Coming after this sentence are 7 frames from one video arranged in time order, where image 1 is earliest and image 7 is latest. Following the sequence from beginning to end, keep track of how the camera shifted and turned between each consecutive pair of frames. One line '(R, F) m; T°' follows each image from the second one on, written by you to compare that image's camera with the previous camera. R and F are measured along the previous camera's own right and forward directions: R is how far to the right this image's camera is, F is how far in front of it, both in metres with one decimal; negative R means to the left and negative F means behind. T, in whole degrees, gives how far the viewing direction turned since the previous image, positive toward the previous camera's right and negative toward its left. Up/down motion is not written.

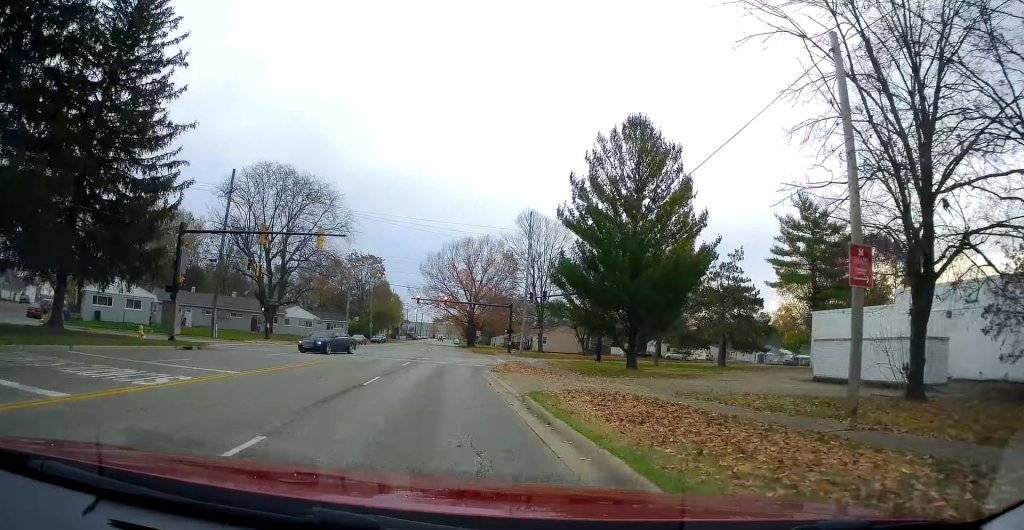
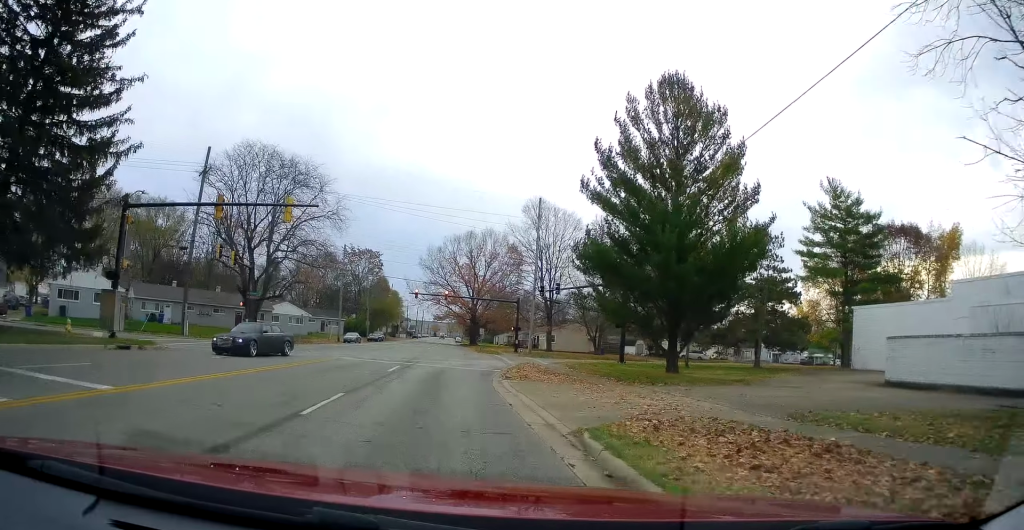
(+0.4, +7.0) m; +2°
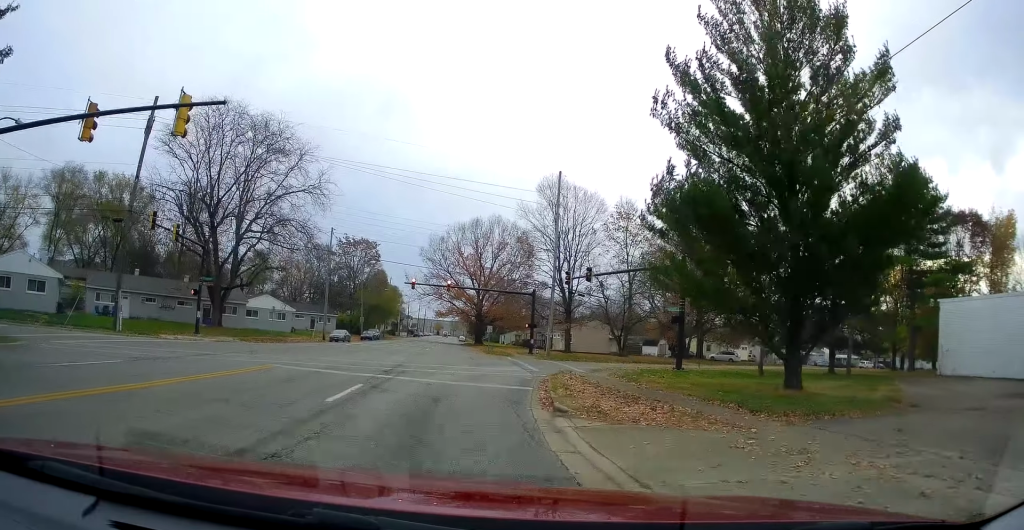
(+0.5, +12.4) m; +2°
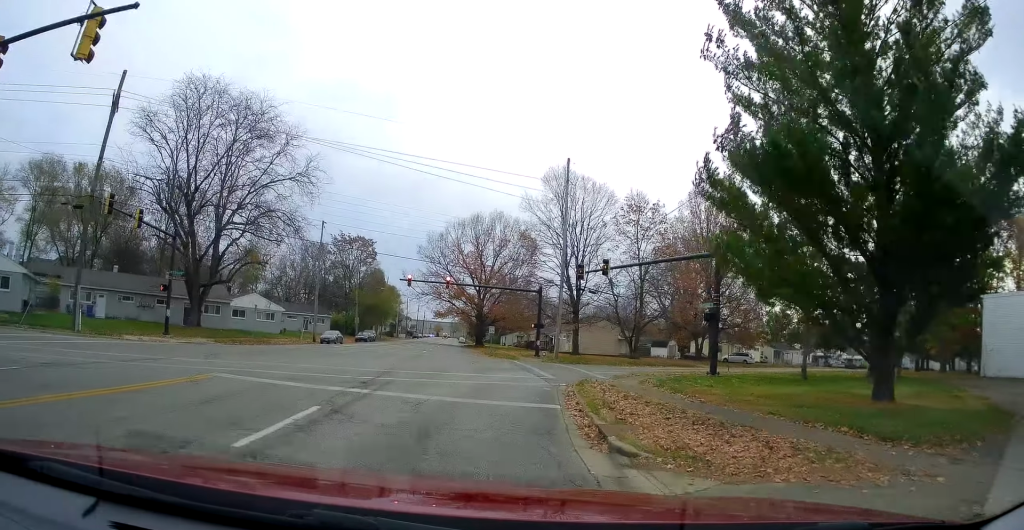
(-0.1, +5.8) m; 0°
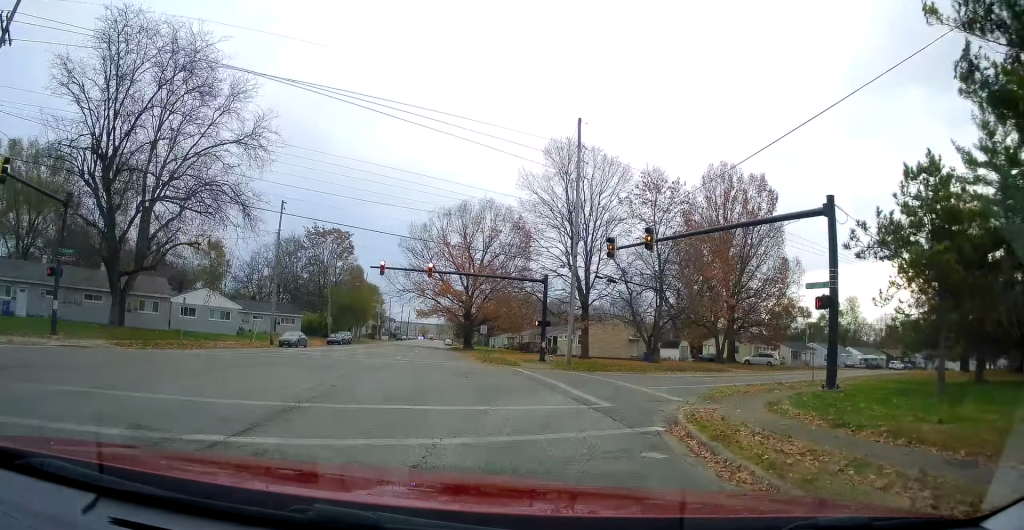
(+0.2, +14.4) m; +2°
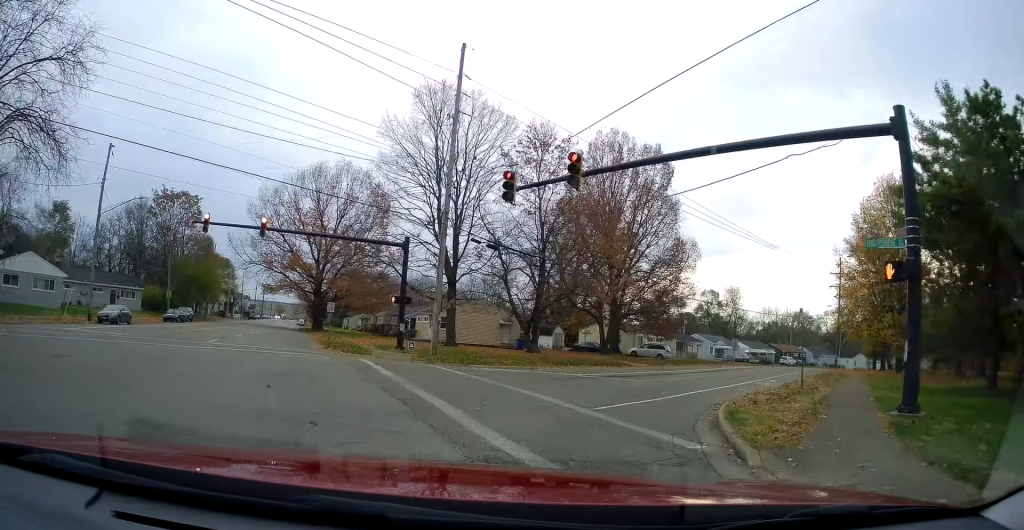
(+0.1, +11.6) m; +4°
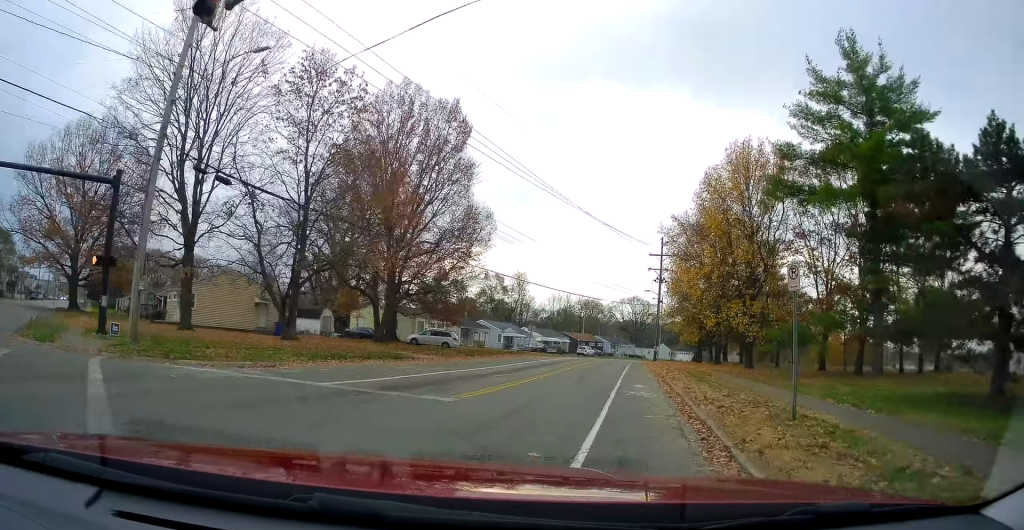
(+0.6, +9.1) m; +8°
